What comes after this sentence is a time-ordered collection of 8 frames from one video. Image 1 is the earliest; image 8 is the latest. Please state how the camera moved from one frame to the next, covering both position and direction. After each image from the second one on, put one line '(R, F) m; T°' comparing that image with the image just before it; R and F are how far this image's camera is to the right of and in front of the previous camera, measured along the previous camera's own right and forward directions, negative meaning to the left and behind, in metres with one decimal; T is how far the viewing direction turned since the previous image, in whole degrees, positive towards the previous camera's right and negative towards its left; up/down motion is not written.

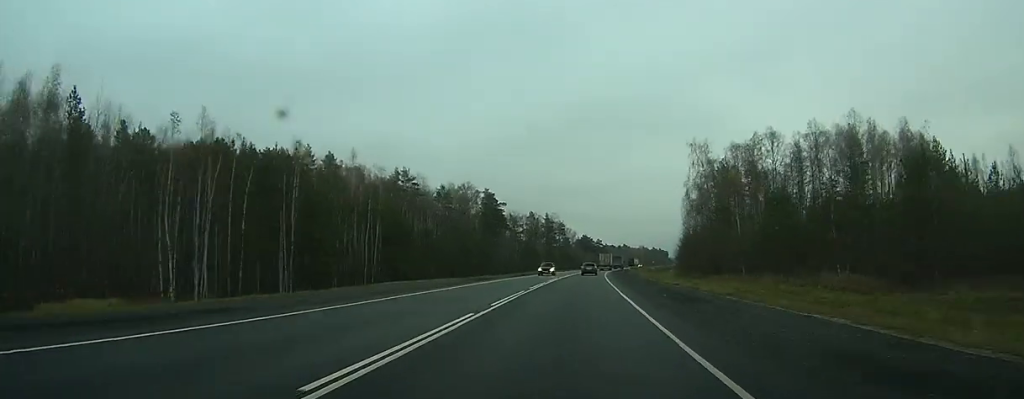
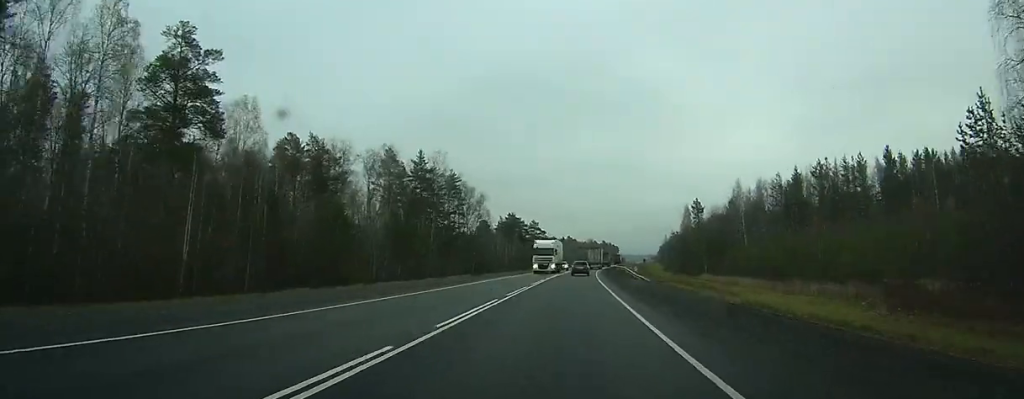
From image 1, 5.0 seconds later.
(+7.8, +139.5) m; +6°
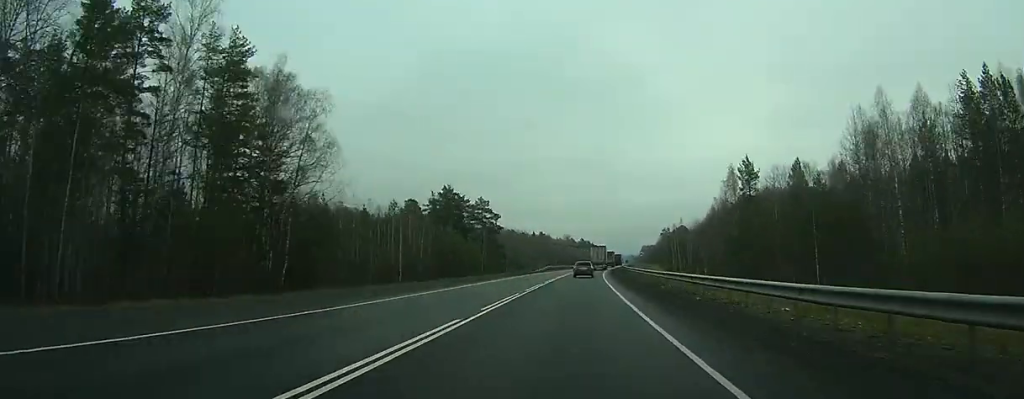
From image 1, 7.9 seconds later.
(+1.9, +79.9) m; +3°
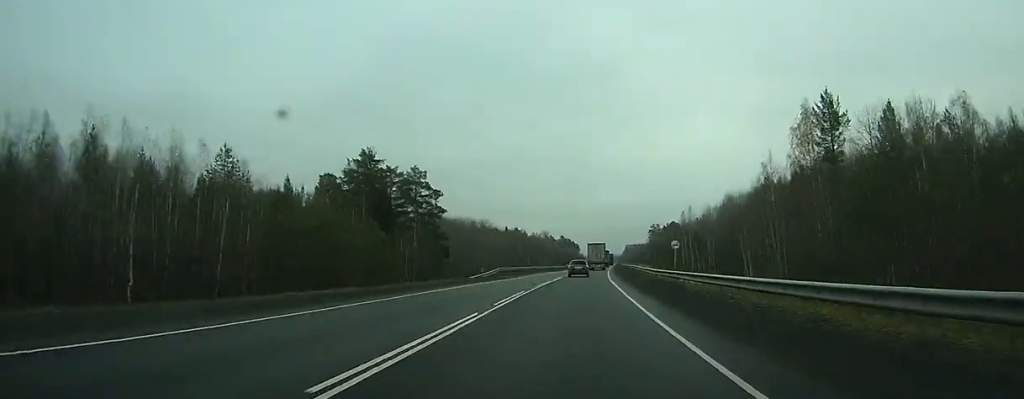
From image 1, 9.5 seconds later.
(+0.7, +47.0) m; +2°
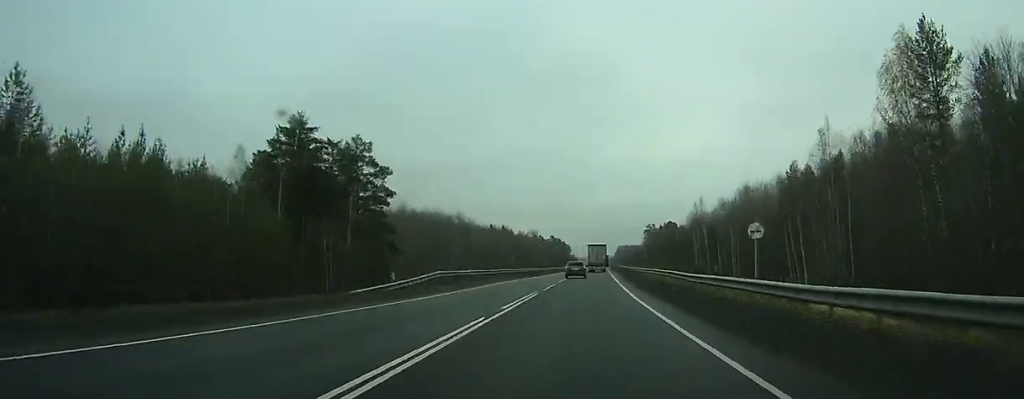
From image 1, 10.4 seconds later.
(0.0, +24.5) m; +1°
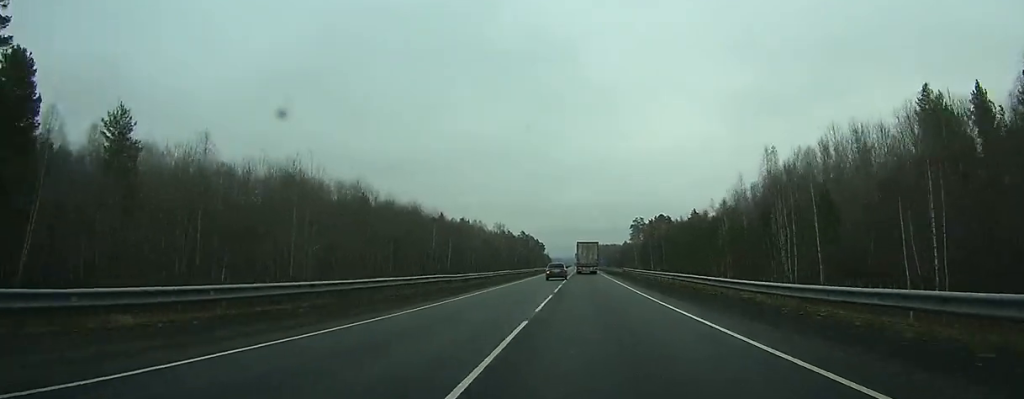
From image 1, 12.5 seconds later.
(+1.0, +60.8) m; +2°
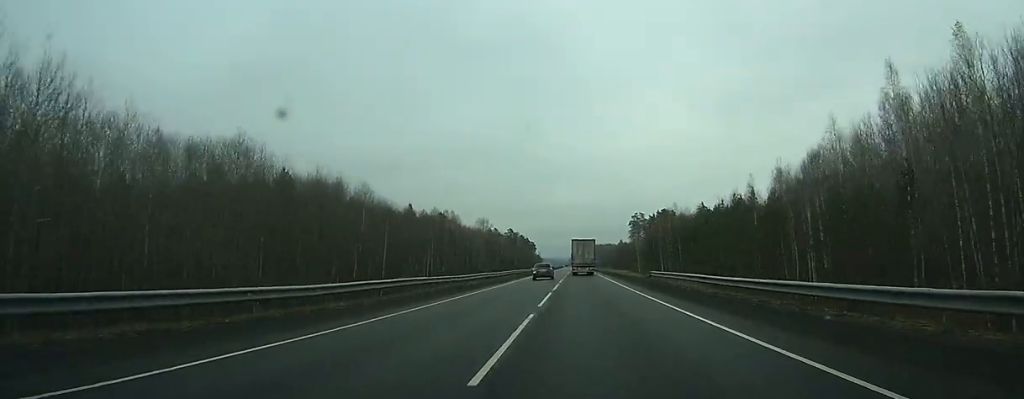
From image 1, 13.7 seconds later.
(+0.4, +34.3) m; 0°
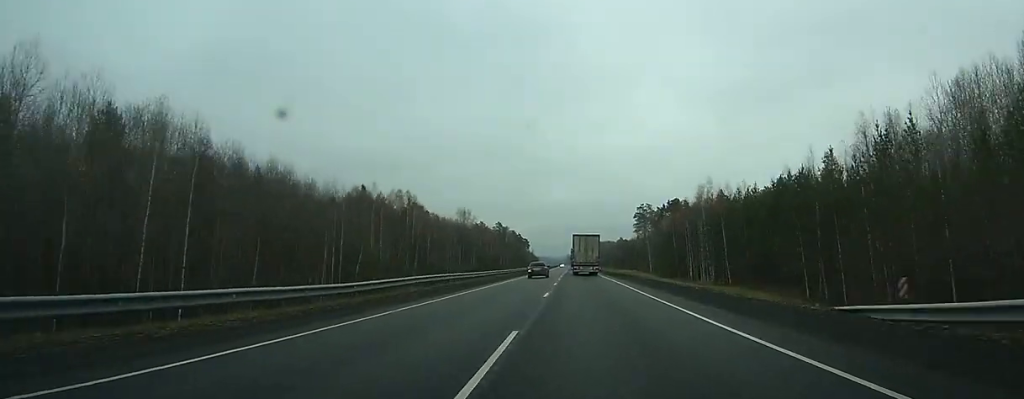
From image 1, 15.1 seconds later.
(+0.2, +39.9) m; 0°
